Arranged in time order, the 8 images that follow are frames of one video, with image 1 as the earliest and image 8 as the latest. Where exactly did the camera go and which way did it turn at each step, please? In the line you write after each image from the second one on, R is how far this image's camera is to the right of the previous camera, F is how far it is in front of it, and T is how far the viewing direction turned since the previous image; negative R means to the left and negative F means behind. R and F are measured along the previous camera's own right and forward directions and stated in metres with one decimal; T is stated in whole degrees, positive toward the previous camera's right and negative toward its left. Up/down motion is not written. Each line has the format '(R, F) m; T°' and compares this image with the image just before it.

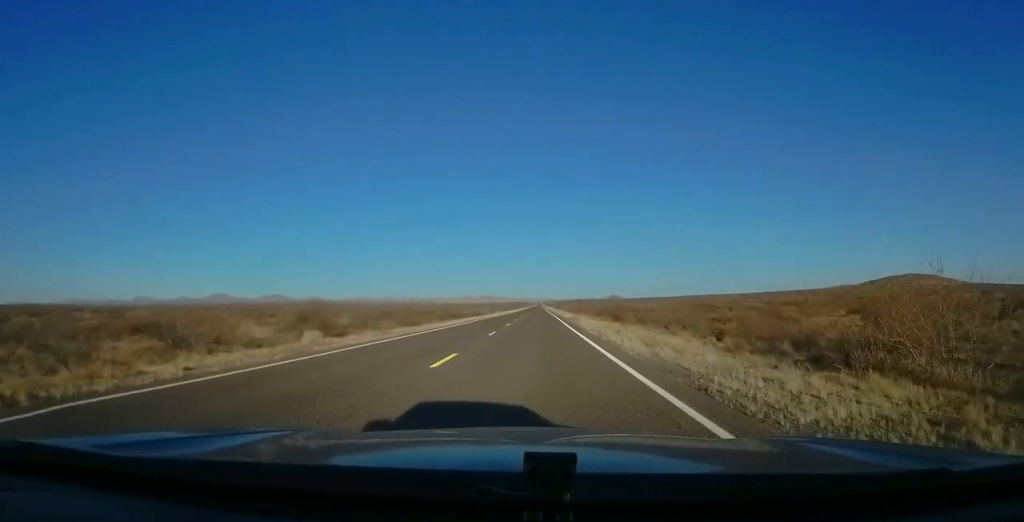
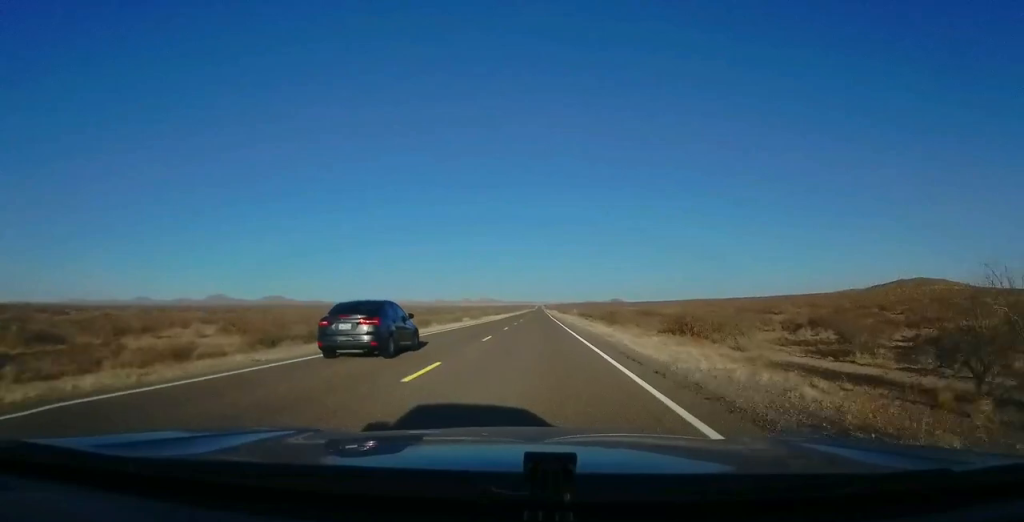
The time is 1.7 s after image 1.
(+0.7, +50.9) m; 0°
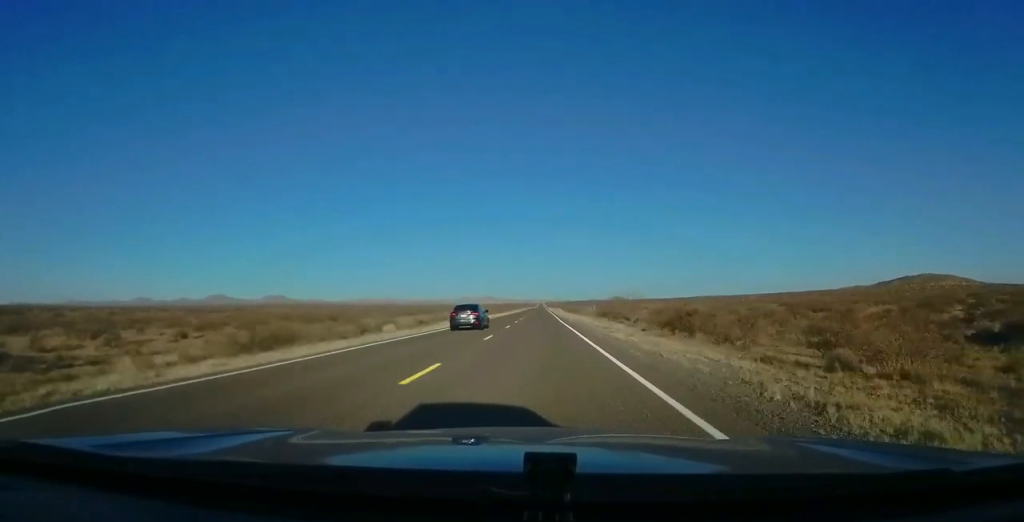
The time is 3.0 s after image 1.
(-0.1, +37.3) m; 0°
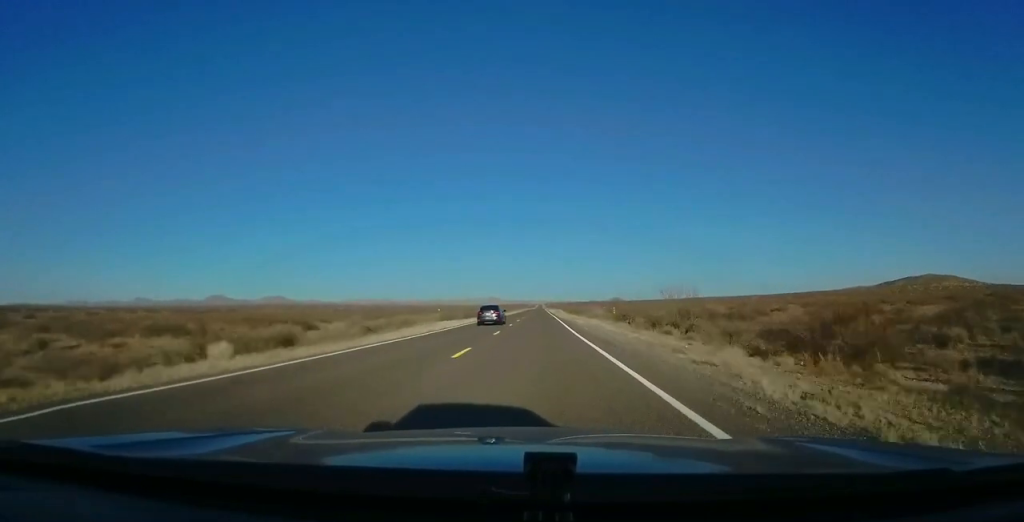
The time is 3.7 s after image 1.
(0.0, +19.6) m; 0°
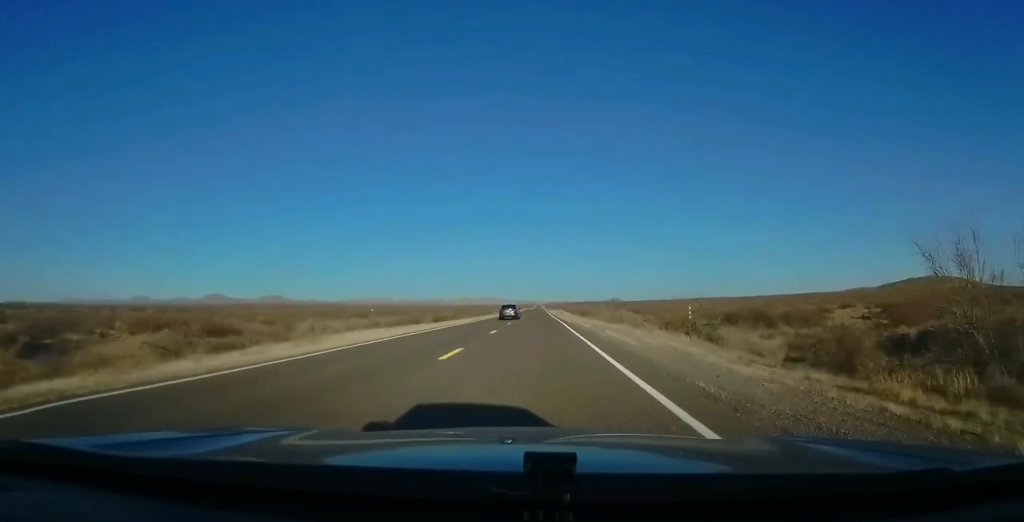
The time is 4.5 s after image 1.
(0.0, +25.5) m; -1°
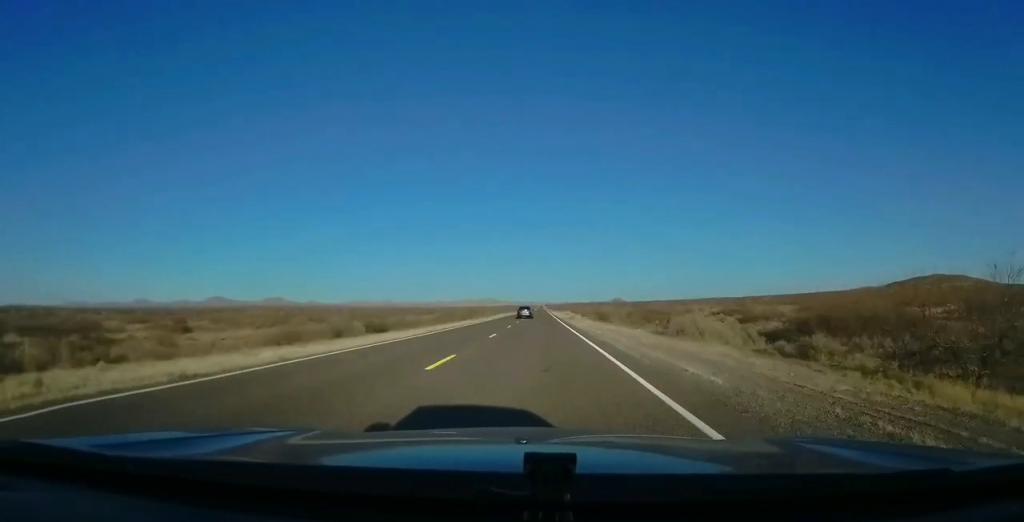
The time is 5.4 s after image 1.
(-0.3, +26.4) m; 0°
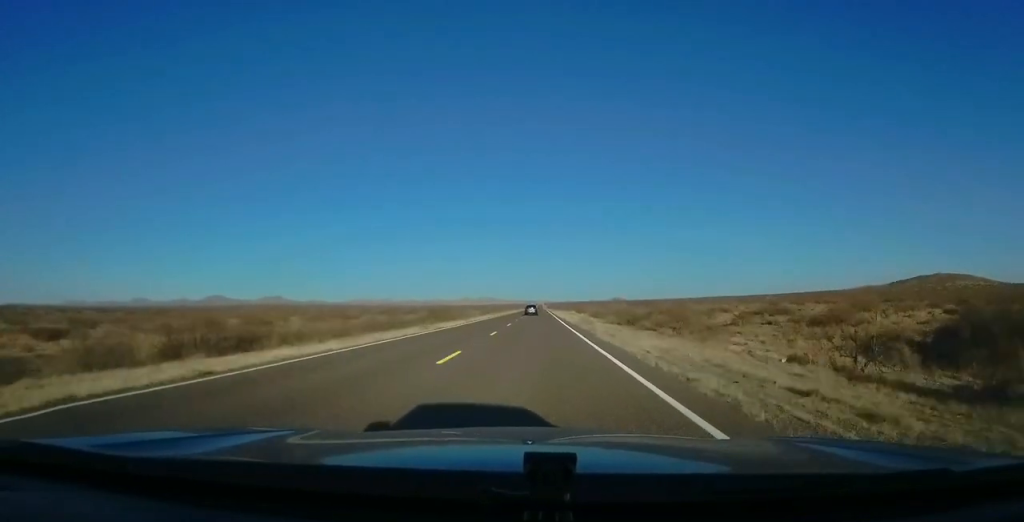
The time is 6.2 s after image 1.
(0.0, +23.3) m; +1°
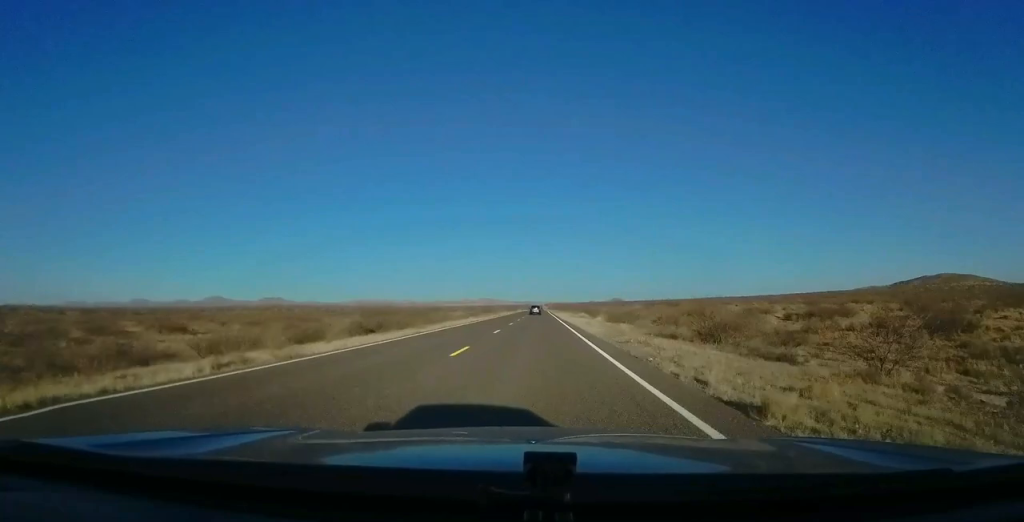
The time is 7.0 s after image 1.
(+0.2, +22.3) m; +1°
